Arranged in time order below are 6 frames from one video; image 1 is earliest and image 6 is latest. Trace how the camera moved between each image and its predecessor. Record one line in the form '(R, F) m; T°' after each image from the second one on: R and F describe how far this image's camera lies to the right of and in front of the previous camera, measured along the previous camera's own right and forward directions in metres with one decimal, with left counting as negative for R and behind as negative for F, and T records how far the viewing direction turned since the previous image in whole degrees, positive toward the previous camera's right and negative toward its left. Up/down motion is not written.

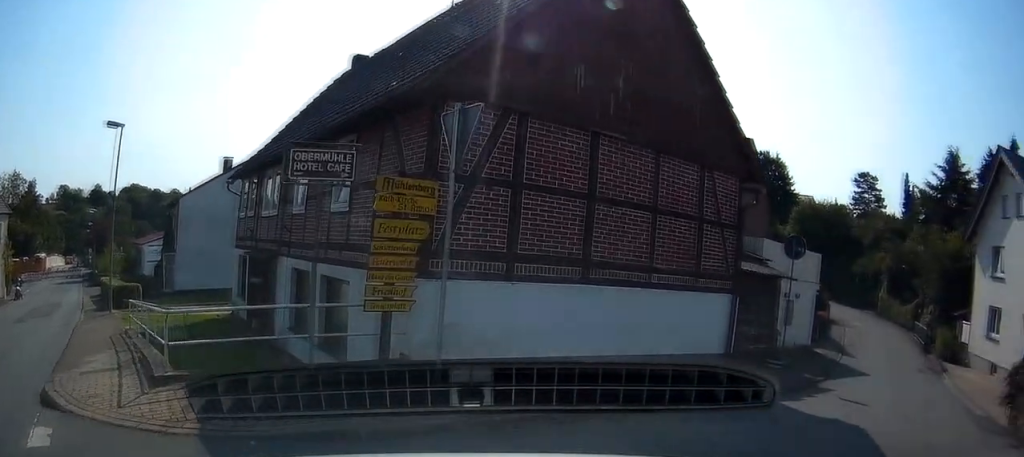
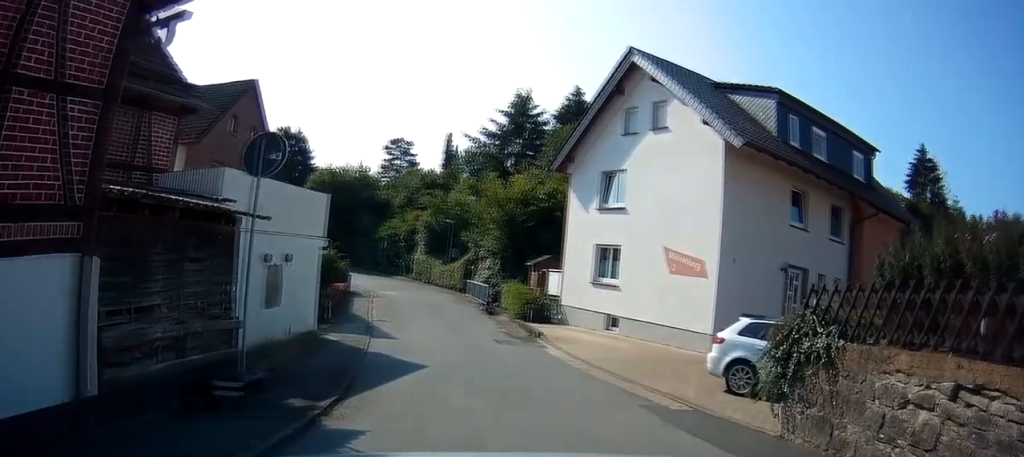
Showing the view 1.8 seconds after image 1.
(+3.2, +6.4) m; +42°
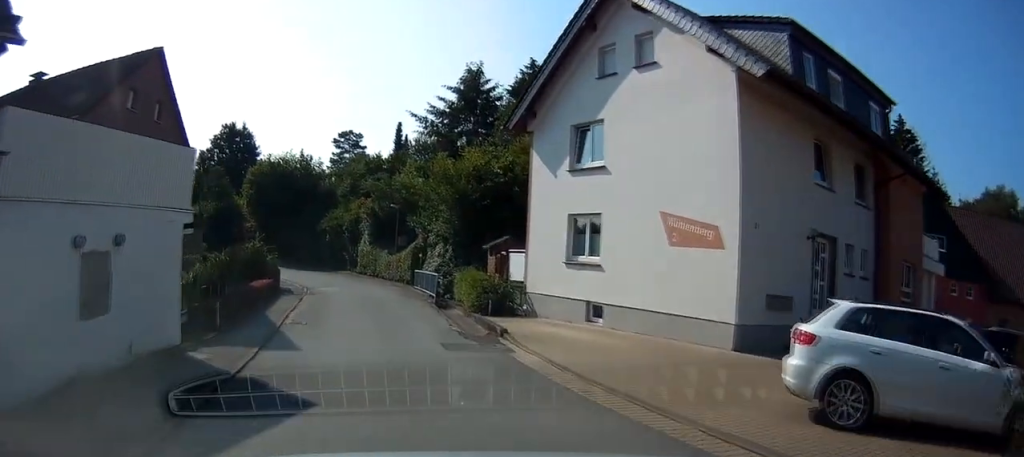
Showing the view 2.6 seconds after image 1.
(+0.3, +4.6) m; 0°
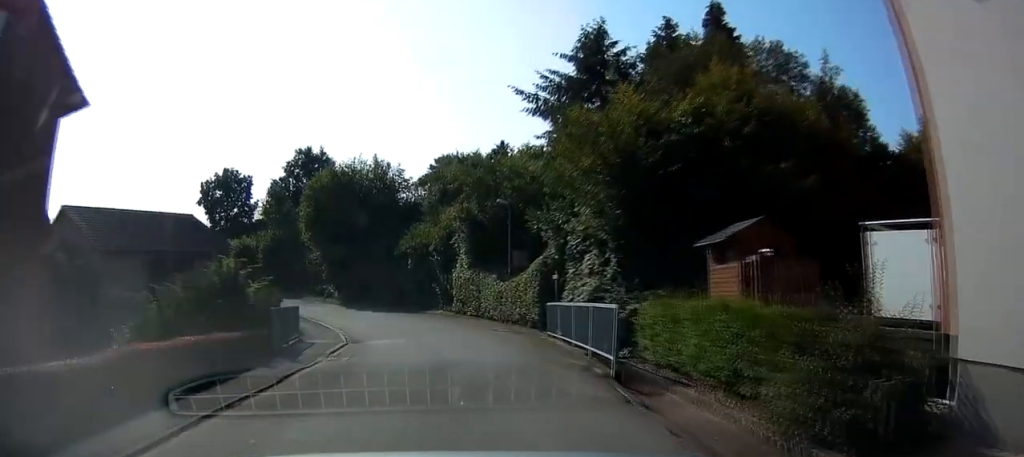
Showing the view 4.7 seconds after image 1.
(-1.2, +12.3) m; -8°
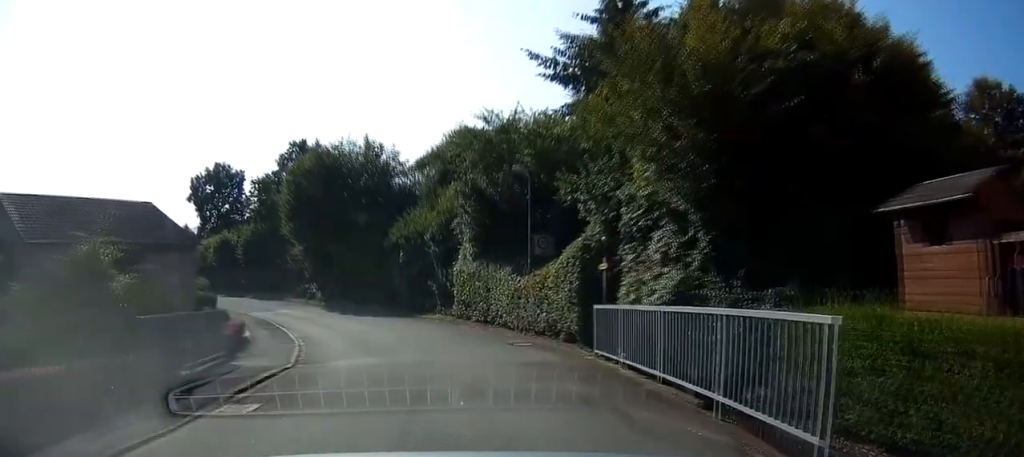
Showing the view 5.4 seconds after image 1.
(0.0, +4.7) m; -10°
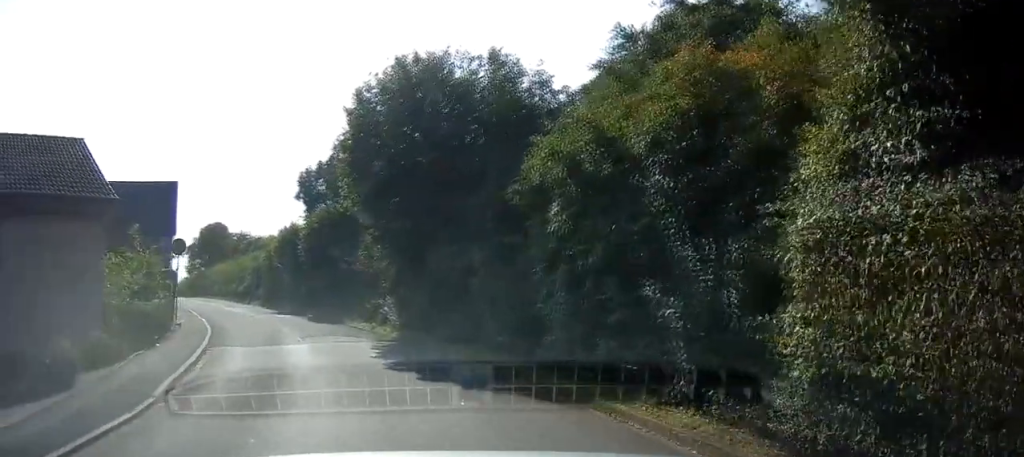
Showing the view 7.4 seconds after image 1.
(-4.8, +13.0) m; -31°
